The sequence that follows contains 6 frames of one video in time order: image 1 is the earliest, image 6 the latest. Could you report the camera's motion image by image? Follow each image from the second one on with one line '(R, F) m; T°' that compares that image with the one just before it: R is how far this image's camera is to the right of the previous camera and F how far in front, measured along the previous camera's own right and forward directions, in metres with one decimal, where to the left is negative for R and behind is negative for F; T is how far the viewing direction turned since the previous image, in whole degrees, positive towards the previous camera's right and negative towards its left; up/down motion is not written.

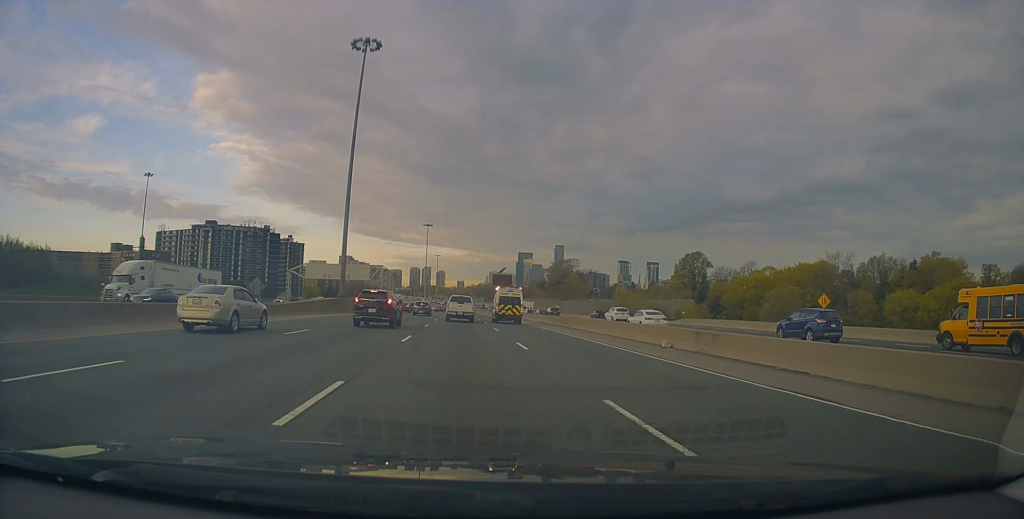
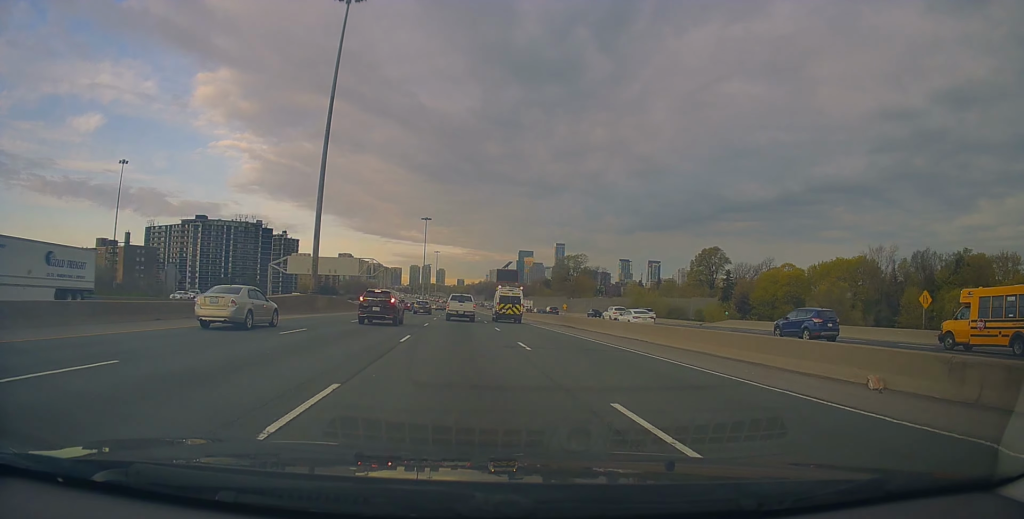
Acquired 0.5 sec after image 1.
(0.0, +11.9) m; 0°
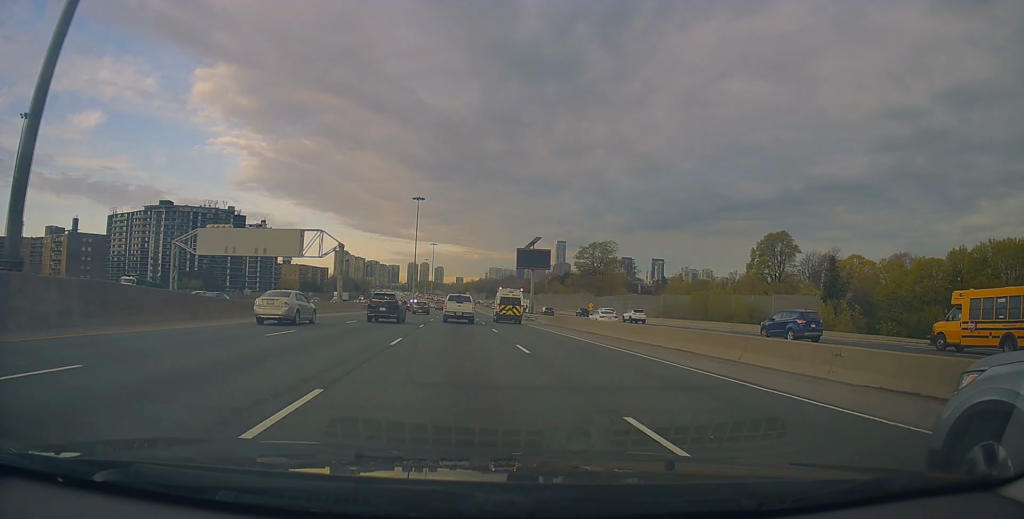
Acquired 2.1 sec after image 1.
(-0.2, +37.1) m; +1°
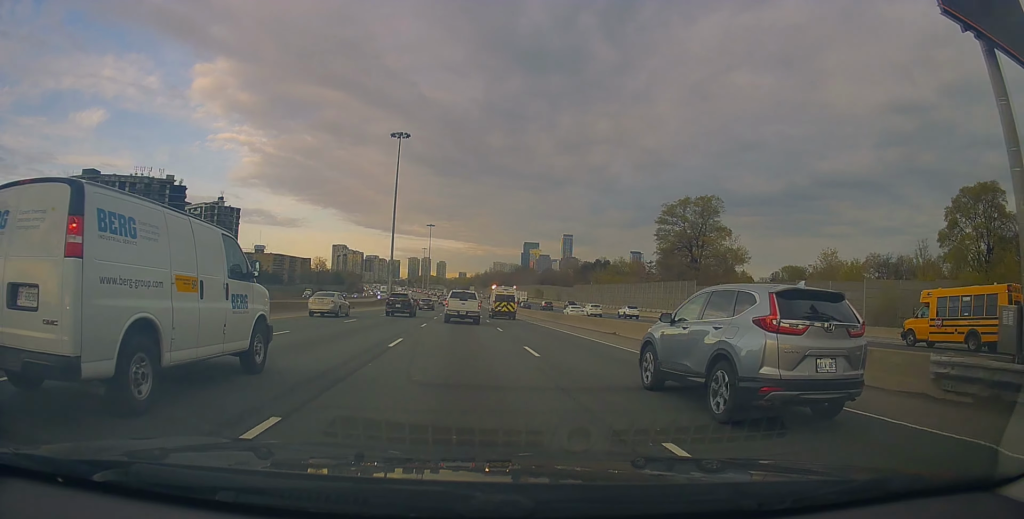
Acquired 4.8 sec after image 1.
(0.0, +61.0) m; -1°
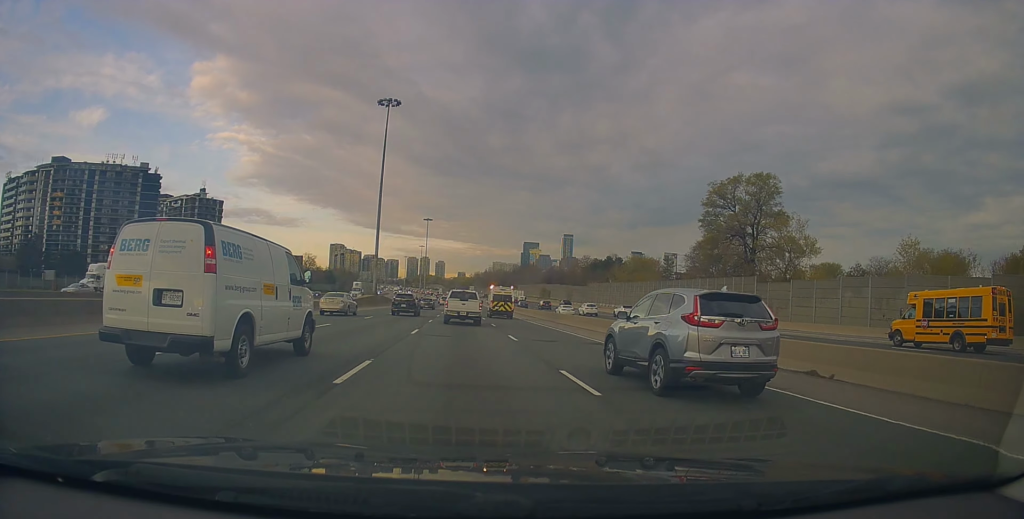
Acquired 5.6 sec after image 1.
(0.0, +18.3) m; 0°
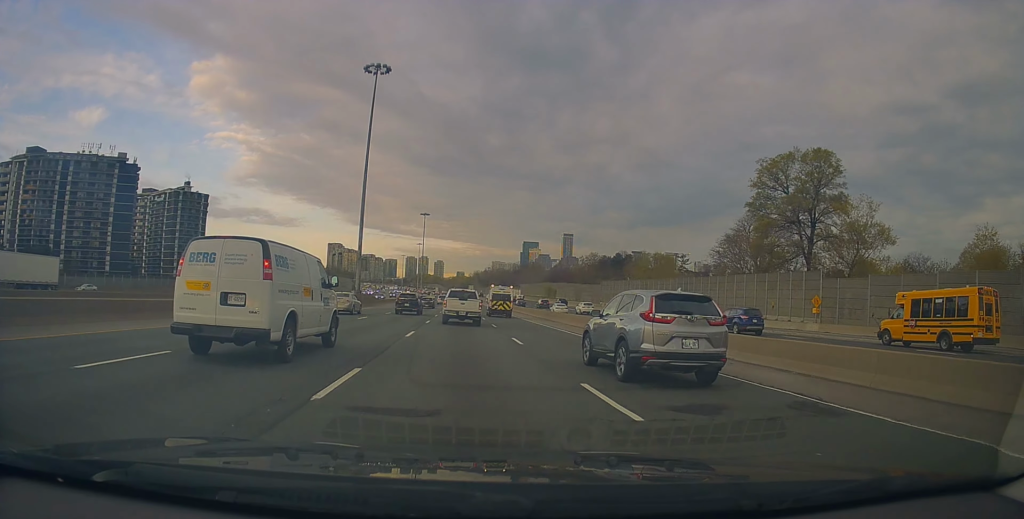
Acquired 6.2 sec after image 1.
(0.0, +13.7) m; 0°
